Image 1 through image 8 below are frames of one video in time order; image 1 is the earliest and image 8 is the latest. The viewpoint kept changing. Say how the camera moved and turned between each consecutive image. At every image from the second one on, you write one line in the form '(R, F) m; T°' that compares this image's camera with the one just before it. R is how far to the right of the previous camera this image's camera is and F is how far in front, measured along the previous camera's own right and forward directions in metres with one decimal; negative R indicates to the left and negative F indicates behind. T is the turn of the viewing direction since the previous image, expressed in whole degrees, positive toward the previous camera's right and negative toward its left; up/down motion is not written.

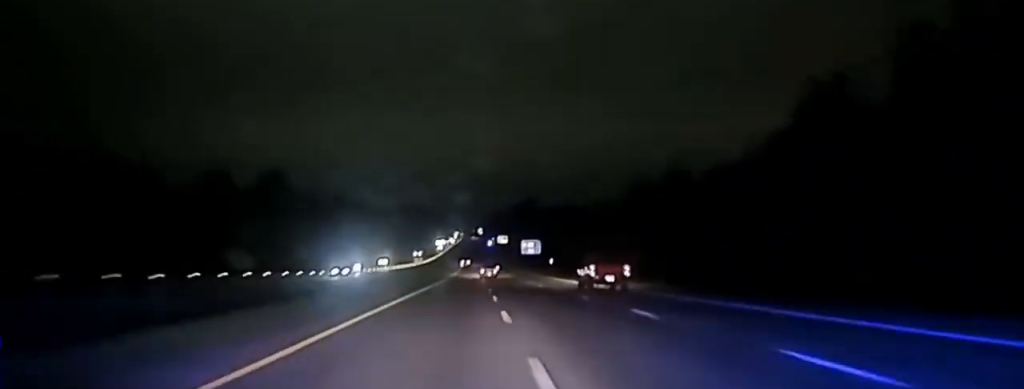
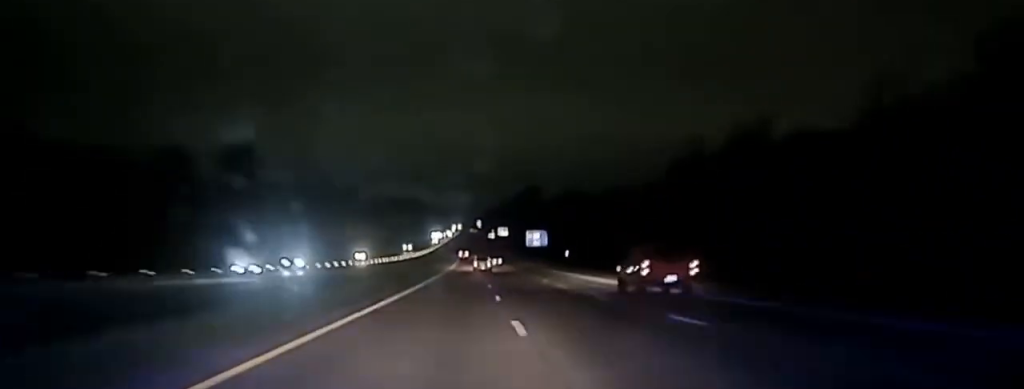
(+0.1, +30.2) m; 0°
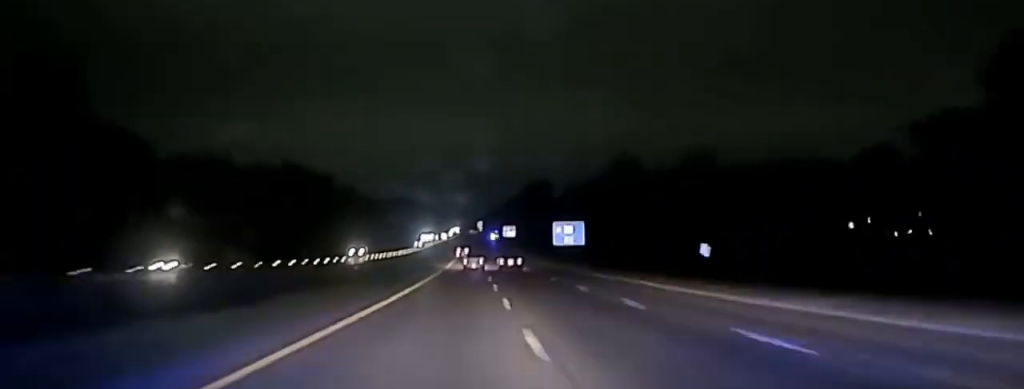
(+0.3, +89.0) m; 0°
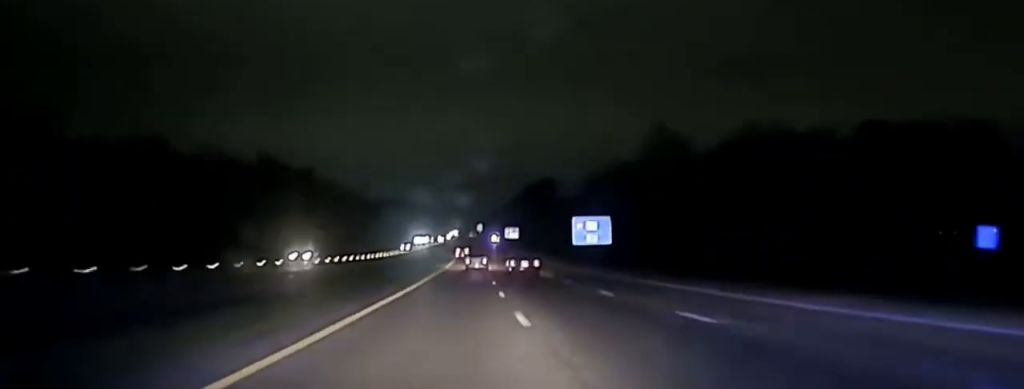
(-0.1, +33.8) m; 0°
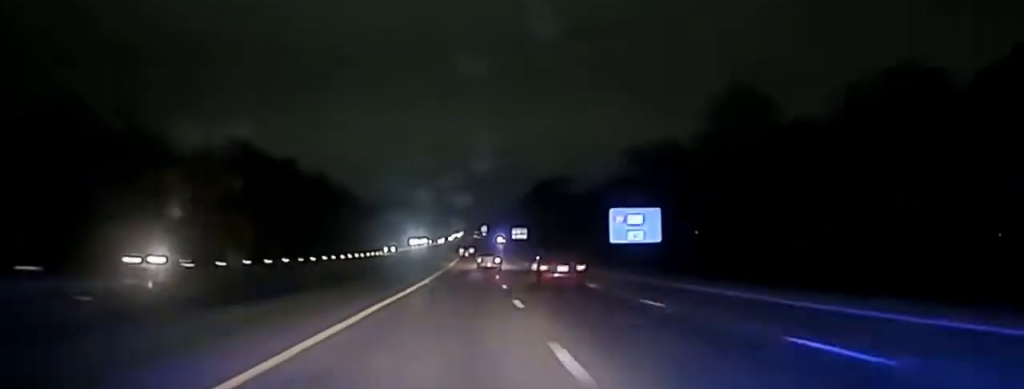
(-0.1, +33.0) m; 0°
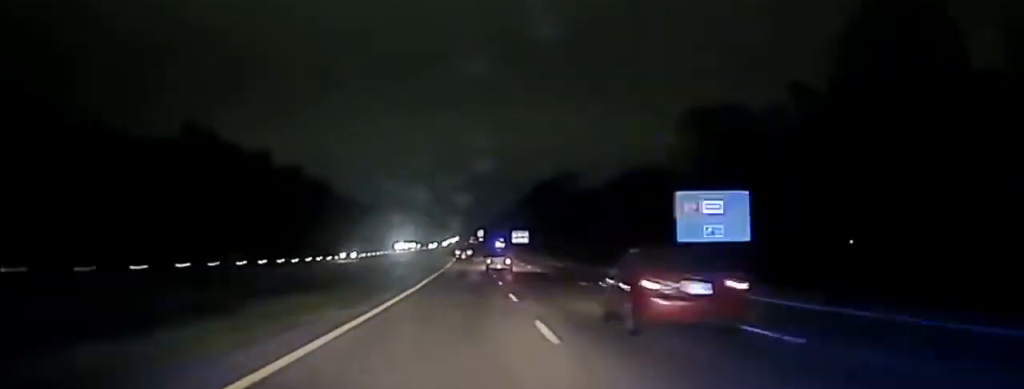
(0.0, +31.1) m; 0°
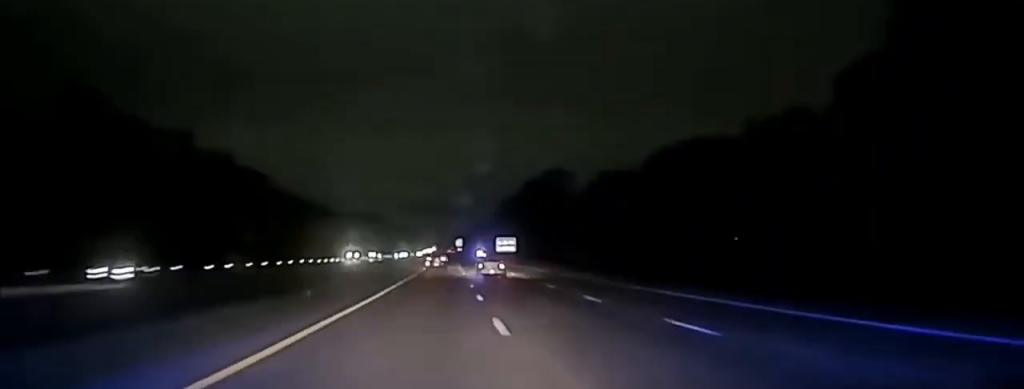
(+0.3, +47.0) m; +1°
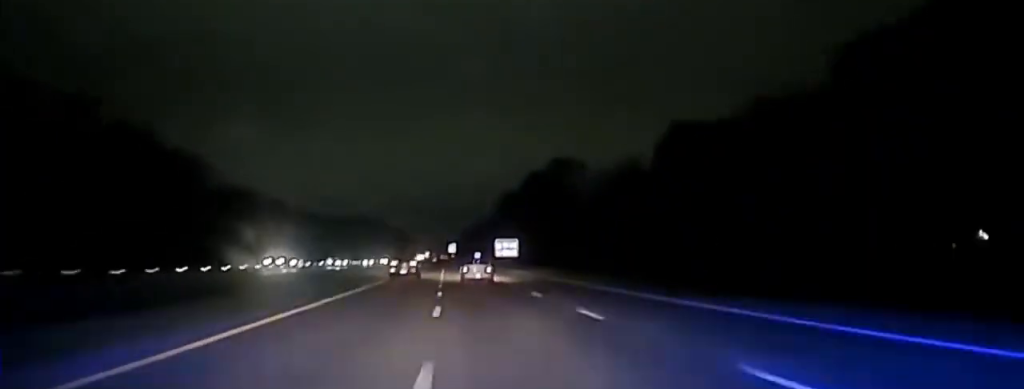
(+0.3, +40.9) m; +1°
